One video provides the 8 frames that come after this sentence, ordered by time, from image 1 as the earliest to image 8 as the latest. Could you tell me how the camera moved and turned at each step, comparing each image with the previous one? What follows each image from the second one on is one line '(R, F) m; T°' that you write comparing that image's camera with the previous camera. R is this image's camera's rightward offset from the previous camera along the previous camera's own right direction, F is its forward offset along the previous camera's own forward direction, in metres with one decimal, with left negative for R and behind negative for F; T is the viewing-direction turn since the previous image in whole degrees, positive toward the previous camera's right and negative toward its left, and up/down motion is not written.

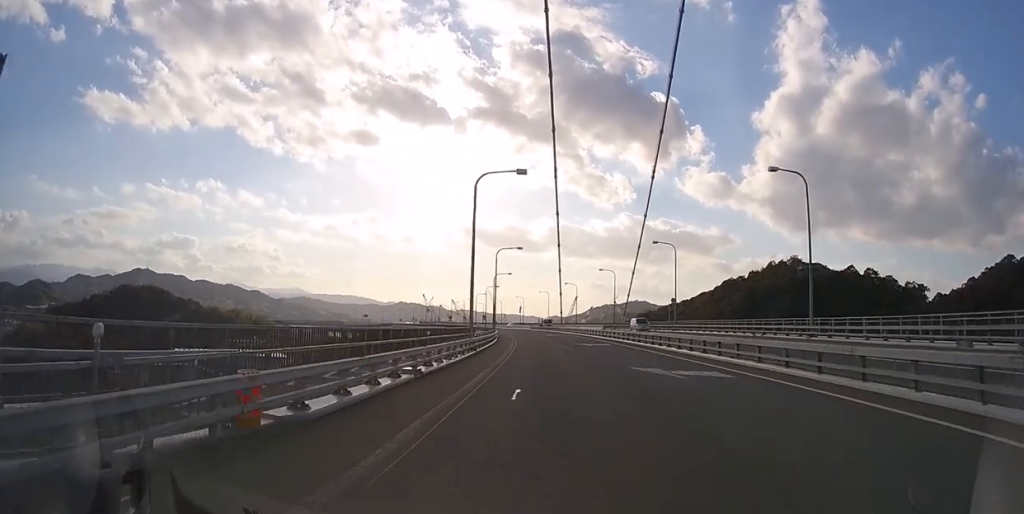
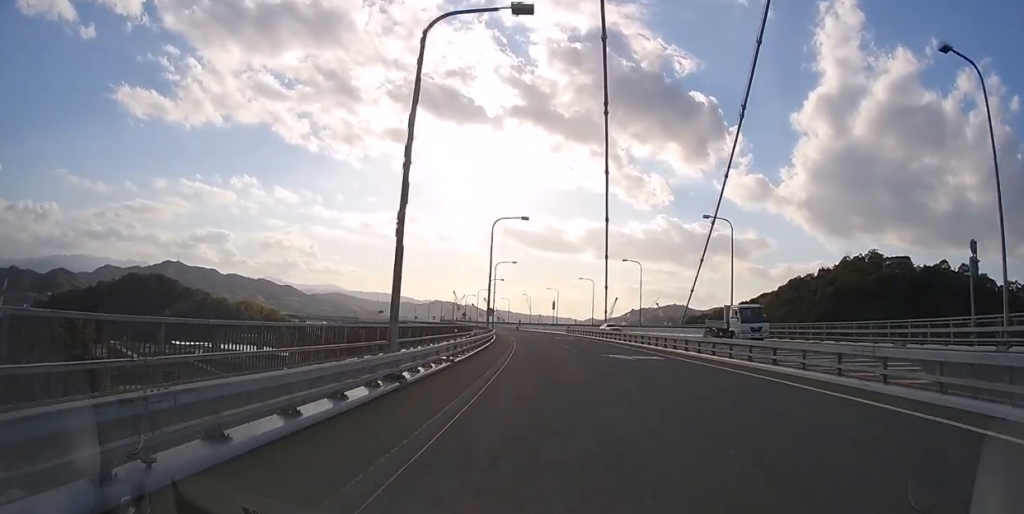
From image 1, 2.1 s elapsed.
(-1.2, +42.7) m; -4°
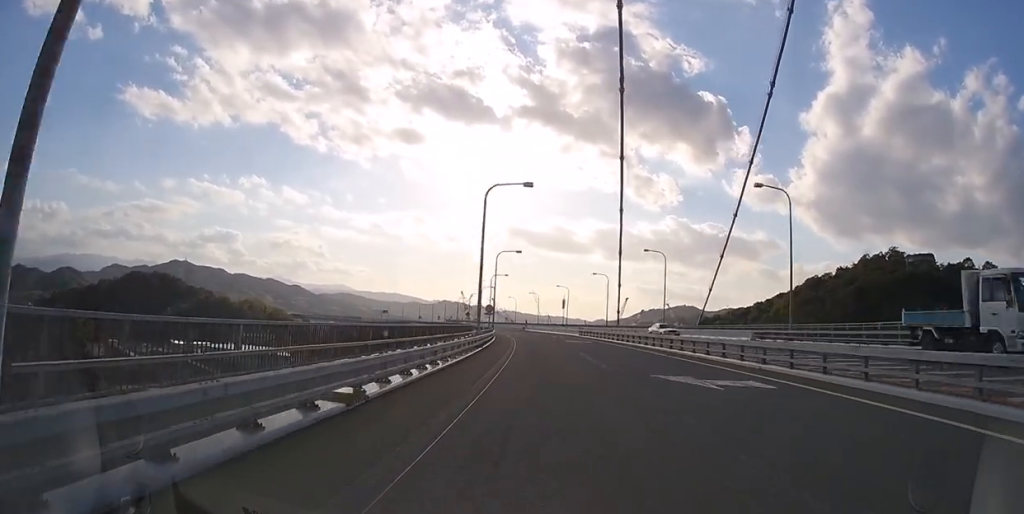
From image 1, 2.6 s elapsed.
(-0.1, +10.1) m; -1°
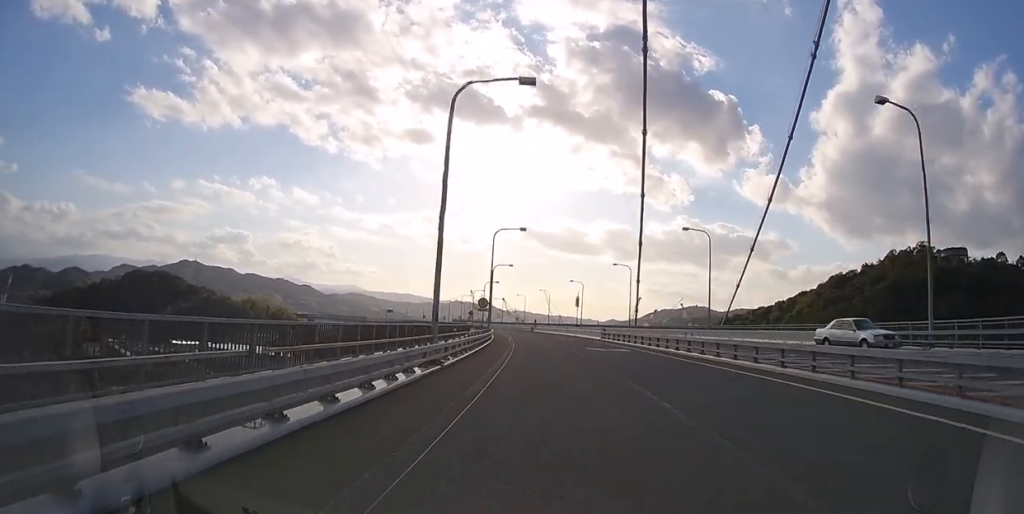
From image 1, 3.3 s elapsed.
(-0.2, +13.4) m; -1°
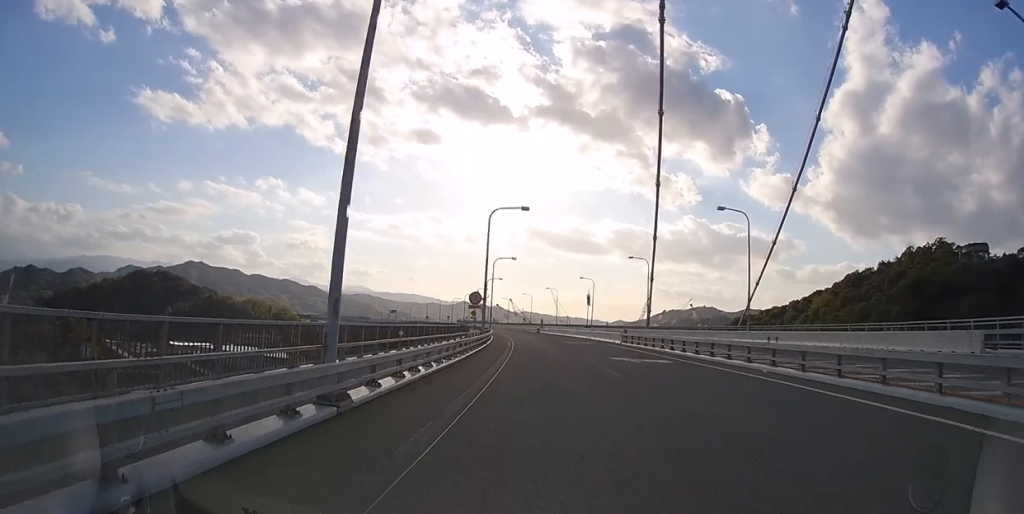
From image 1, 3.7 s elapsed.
(-0.1, +8.0) m; -1°
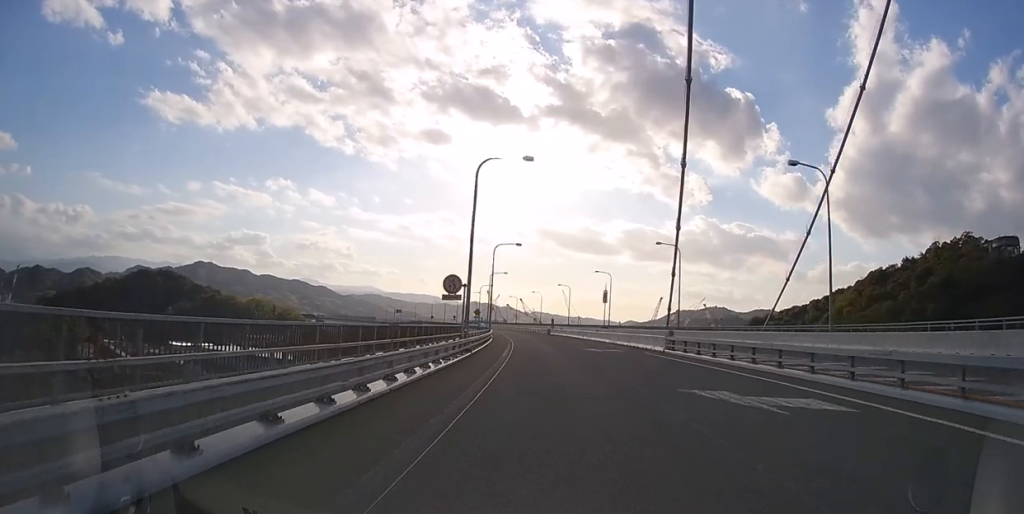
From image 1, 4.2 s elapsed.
(-0.1, +11.4) m; -1°
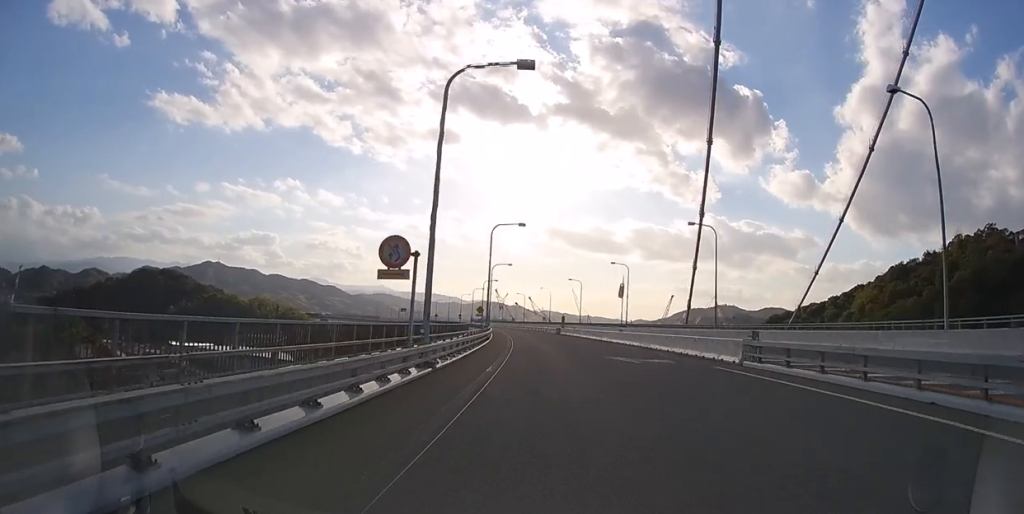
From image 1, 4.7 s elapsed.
(-0.1, +9.3) m; -1°
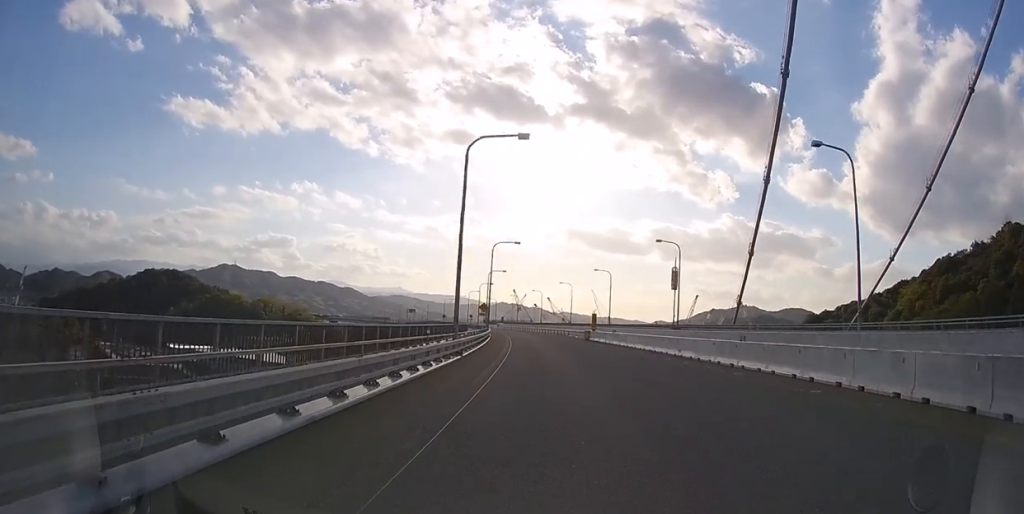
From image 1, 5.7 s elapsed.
(-0.4, +20.6) m; -2°
